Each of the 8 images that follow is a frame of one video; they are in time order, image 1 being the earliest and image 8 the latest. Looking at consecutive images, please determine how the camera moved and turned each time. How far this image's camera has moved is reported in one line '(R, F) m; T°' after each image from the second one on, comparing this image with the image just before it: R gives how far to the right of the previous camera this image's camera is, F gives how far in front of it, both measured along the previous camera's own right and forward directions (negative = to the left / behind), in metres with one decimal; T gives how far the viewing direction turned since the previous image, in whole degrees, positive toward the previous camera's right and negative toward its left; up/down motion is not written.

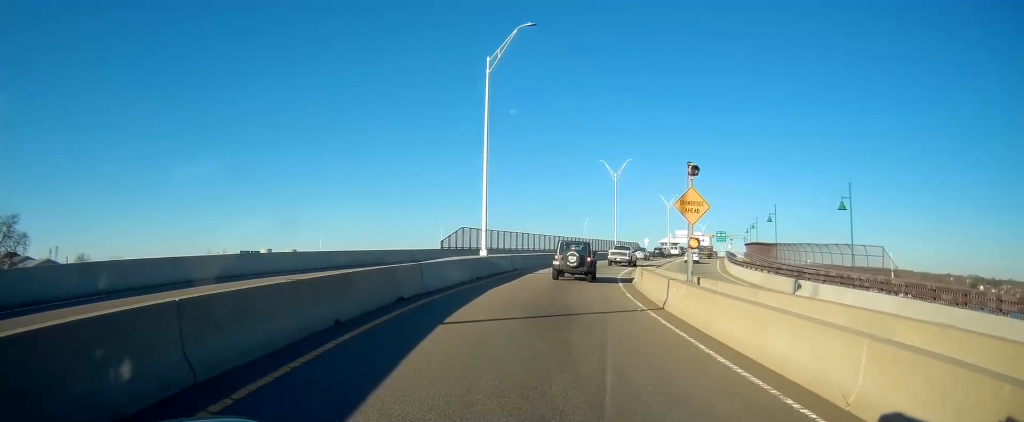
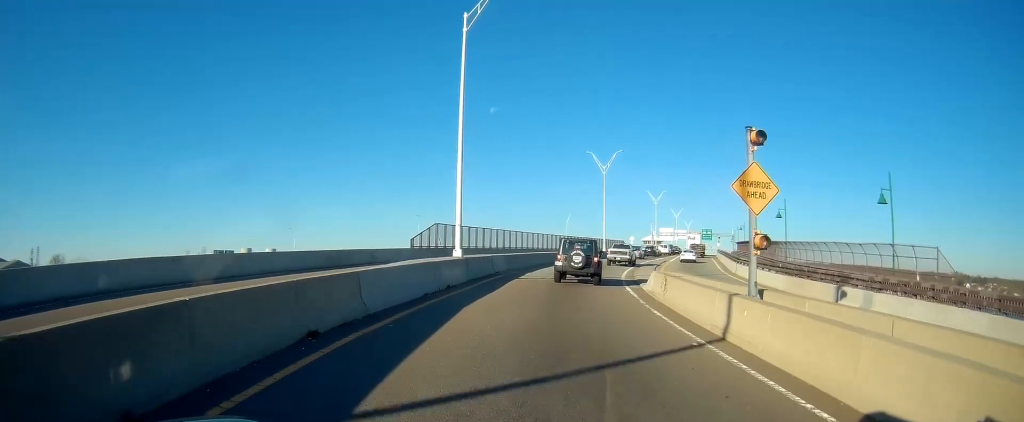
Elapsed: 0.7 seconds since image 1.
(0.0, +6.2) m; +1°
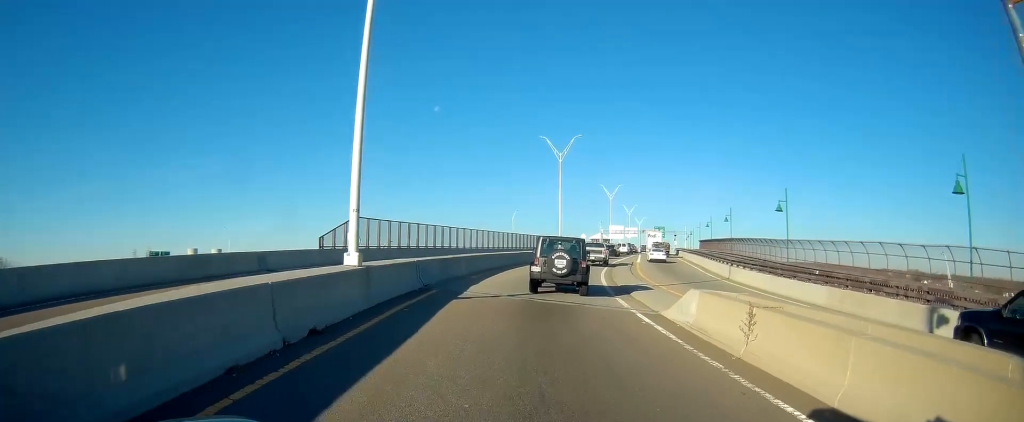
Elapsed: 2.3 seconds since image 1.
(+0.3, +9.6) m; +3°
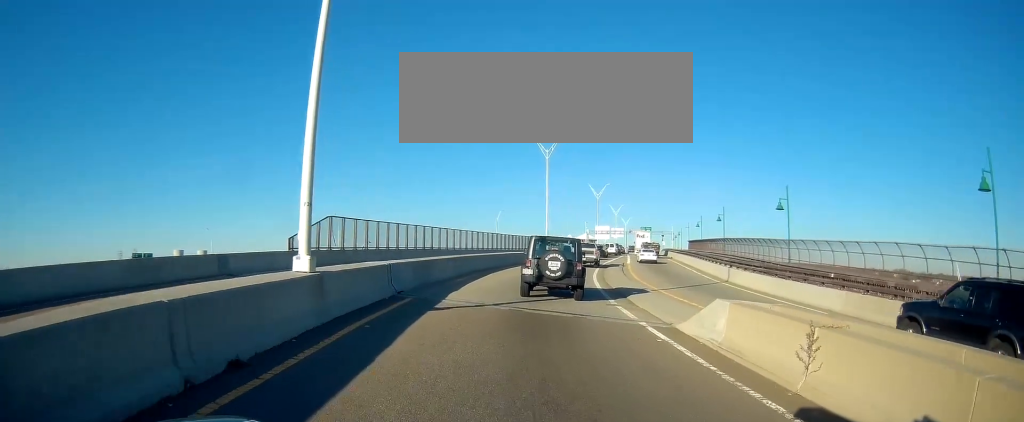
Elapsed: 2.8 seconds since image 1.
(0.0, +2.7) m; +2°
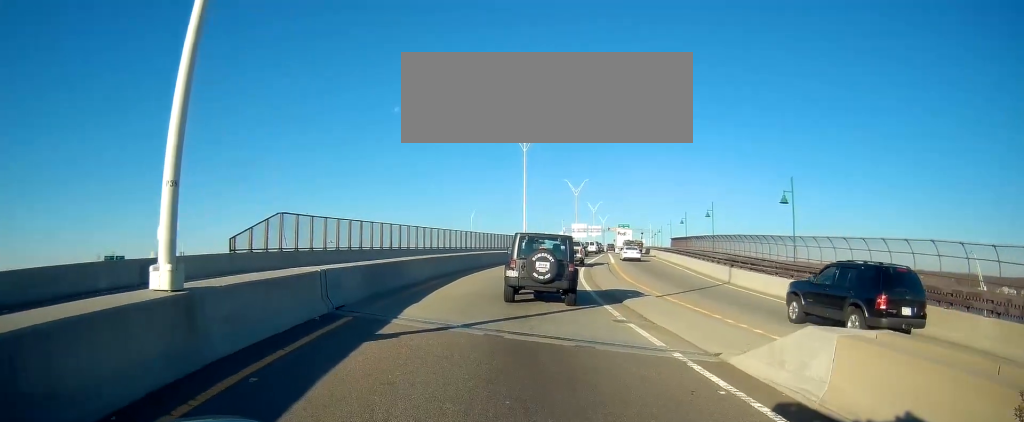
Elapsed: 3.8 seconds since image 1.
(+0.2, +4.6) m; +6°
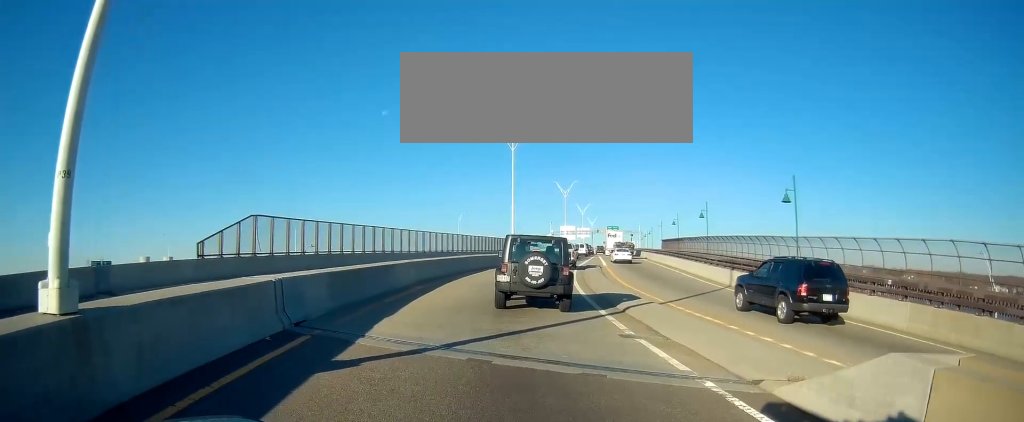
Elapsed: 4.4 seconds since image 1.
(+0.2, +2.2) m; 0°
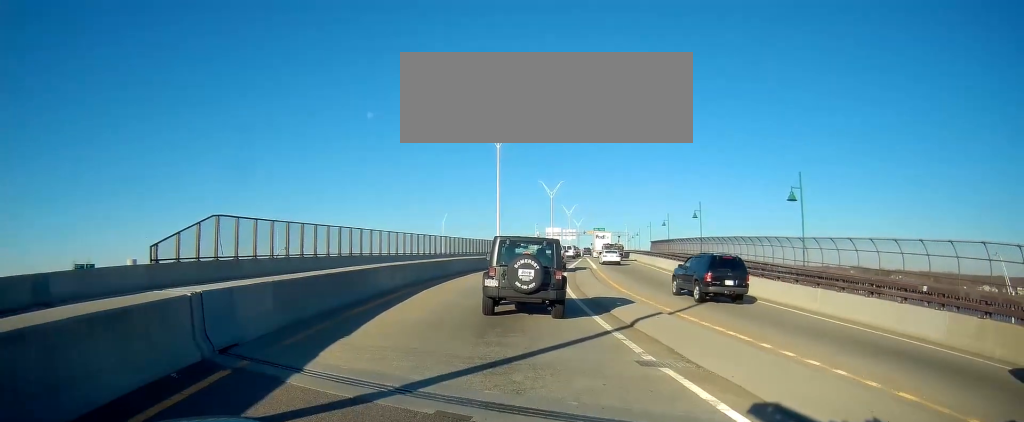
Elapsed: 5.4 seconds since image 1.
(-0.1, +3.5) m; -1°
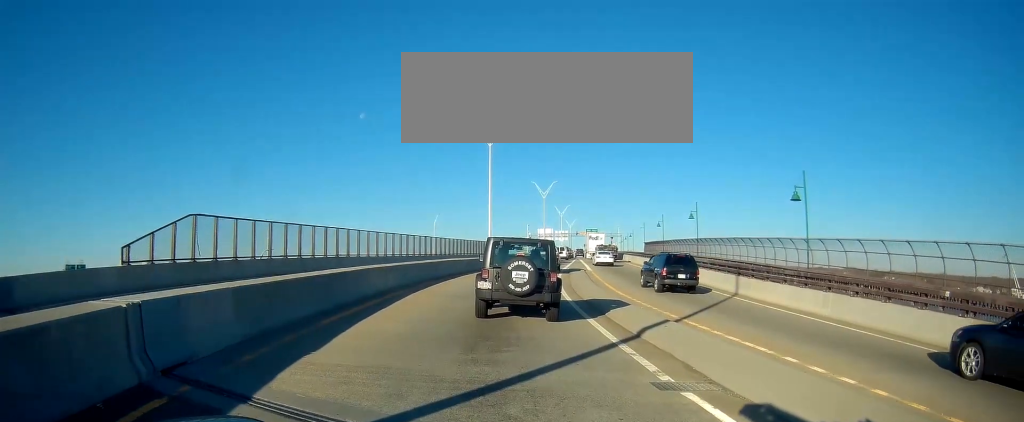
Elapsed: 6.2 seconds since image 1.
(0.0, +2.7) m; +3°
